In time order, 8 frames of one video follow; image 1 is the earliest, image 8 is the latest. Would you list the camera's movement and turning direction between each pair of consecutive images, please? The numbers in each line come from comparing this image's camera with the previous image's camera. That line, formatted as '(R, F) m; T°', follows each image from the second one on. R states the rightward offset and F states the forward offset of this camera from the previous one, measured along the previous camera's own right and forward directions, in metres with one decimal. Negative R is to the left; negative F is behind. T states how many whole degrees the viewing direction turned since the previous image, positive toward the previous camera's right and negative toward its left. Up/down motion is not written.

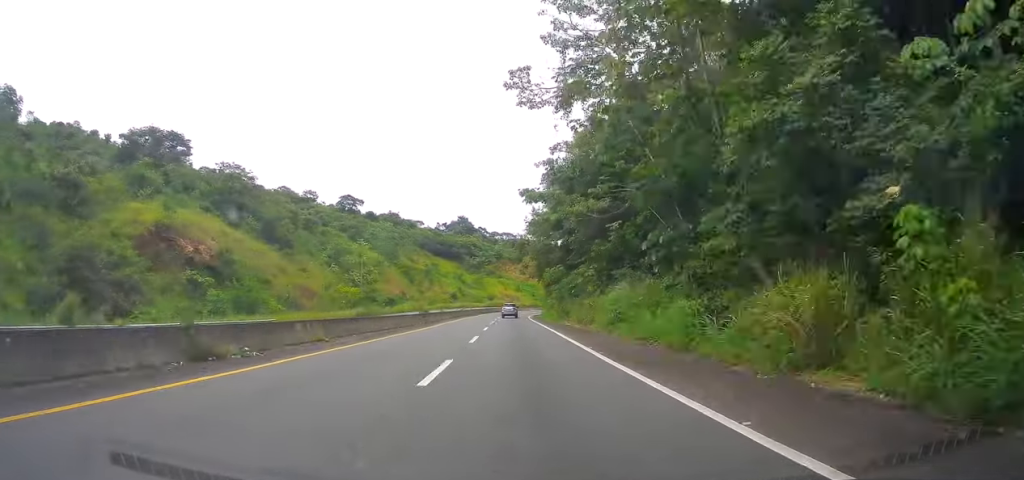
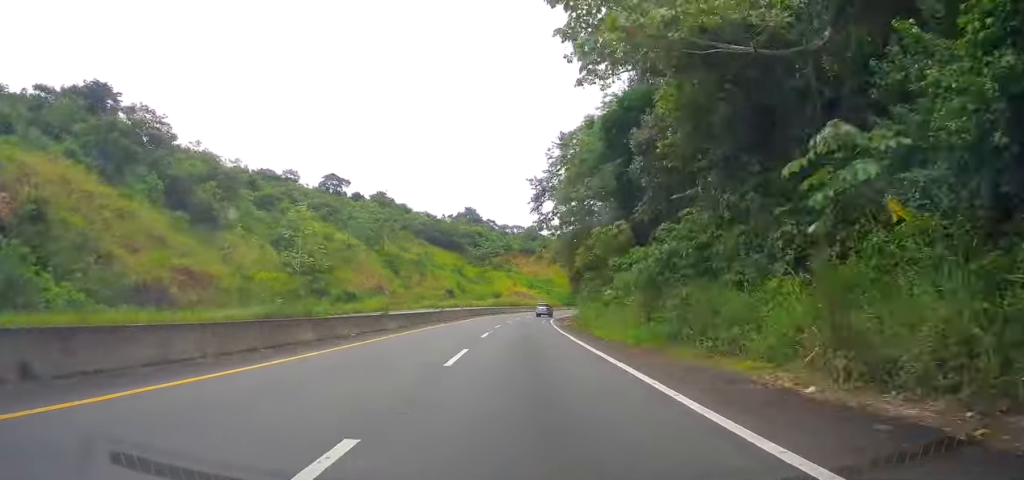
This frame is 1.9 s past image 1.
(+0.1, +33.3) m; -1°
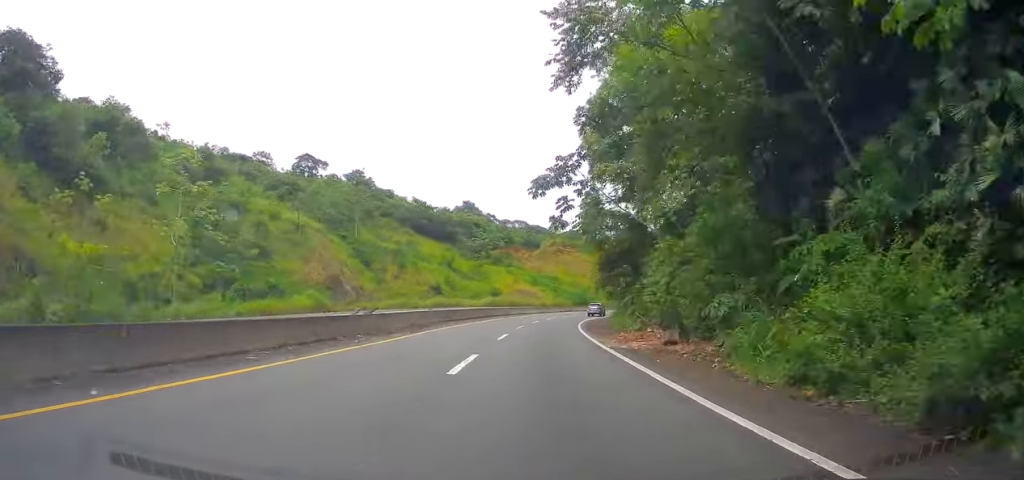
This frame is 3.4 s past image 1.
(-0.3, +25.7) m; 0°
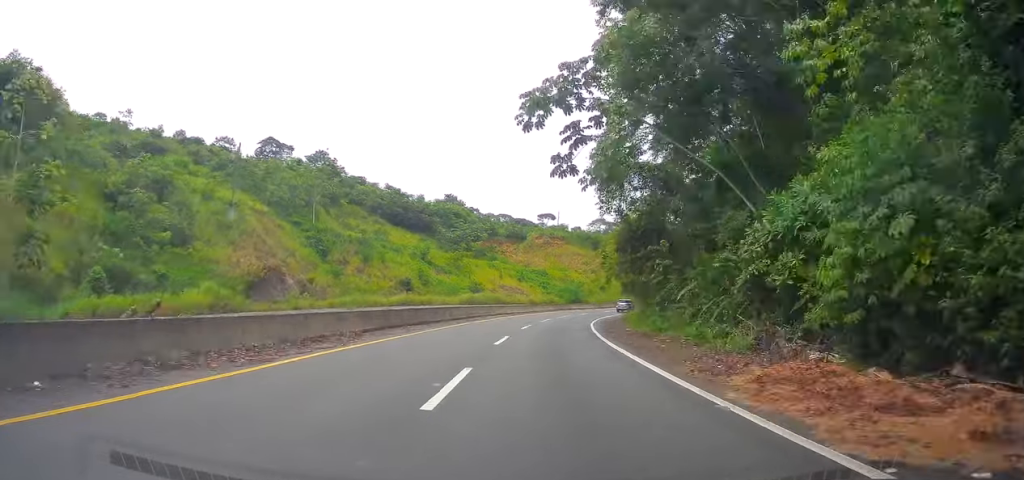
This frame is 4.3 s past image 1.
(-0.4, +15.6) m; 0°
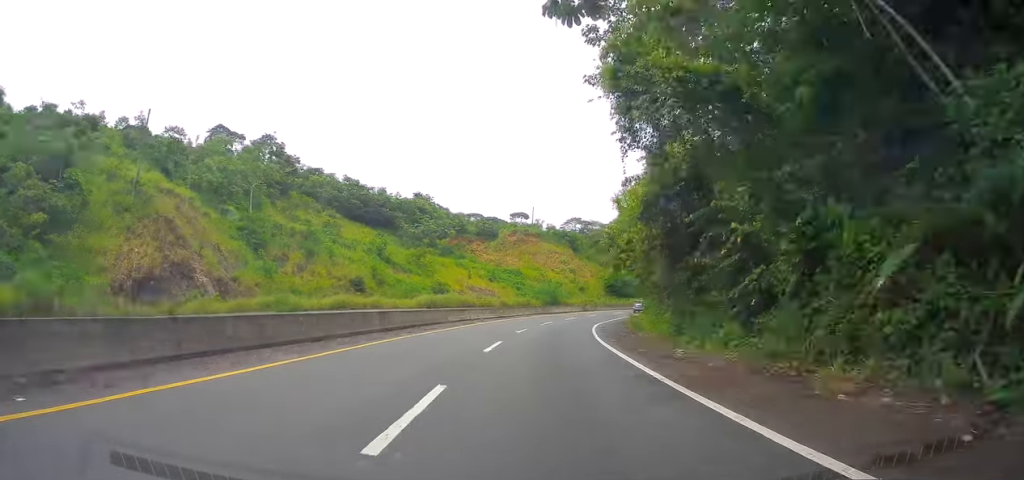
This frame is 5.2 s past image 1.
(+0.3, +14.0) m; +2°
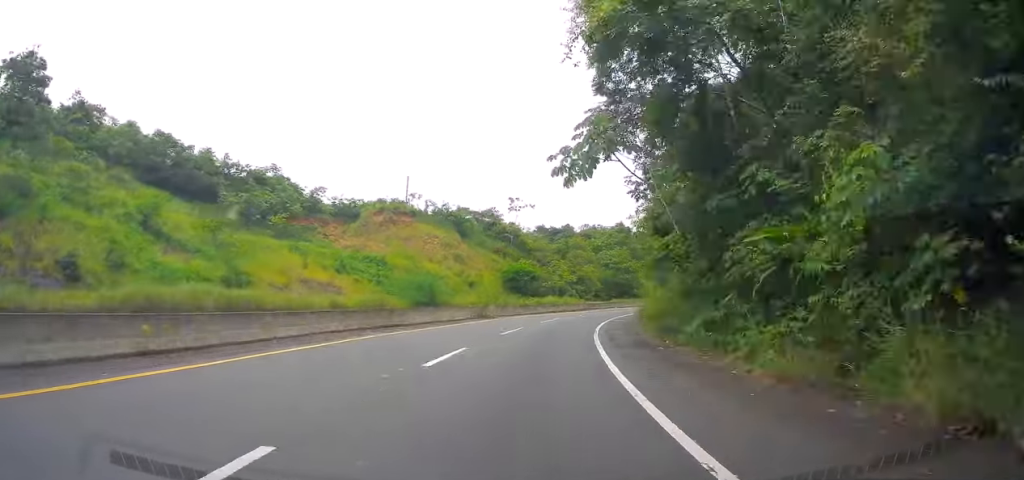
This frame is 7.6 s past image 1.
(+2.3, +40.3) m; +9°
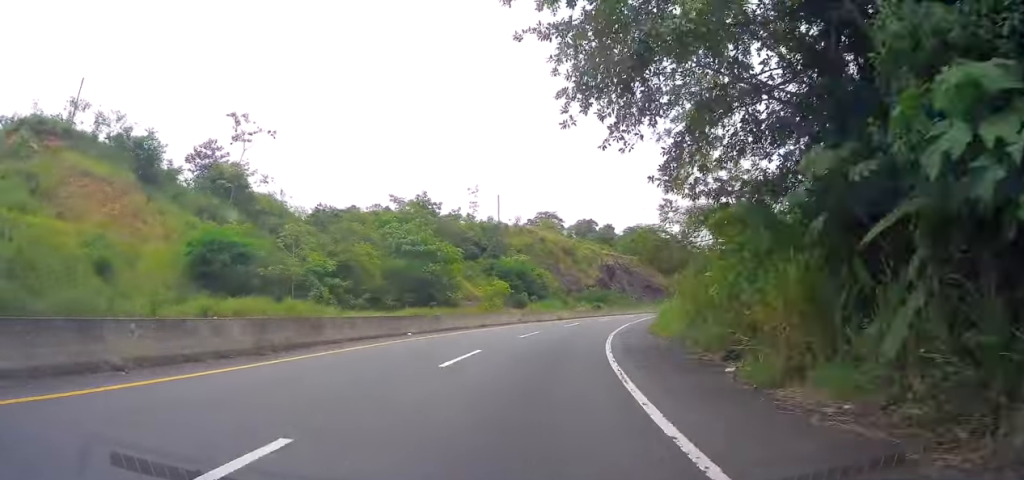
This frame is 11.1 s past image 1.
(+8.1, +57.0) m; +17°
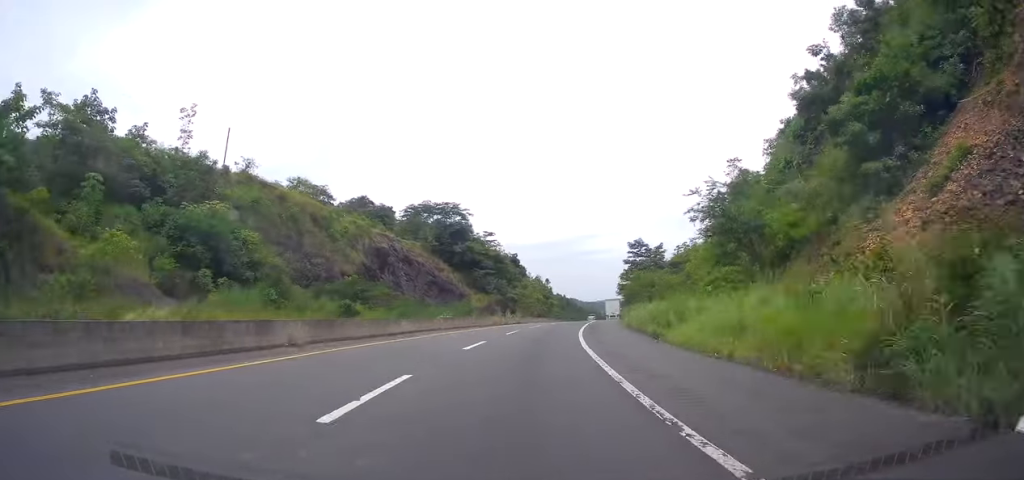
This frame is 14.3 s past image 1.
(+9.3, +51.6) m; +22°
